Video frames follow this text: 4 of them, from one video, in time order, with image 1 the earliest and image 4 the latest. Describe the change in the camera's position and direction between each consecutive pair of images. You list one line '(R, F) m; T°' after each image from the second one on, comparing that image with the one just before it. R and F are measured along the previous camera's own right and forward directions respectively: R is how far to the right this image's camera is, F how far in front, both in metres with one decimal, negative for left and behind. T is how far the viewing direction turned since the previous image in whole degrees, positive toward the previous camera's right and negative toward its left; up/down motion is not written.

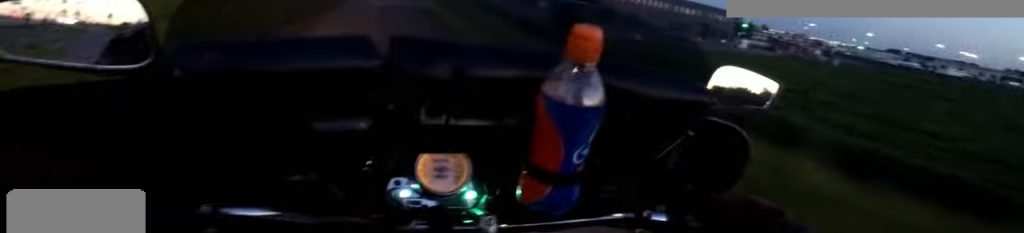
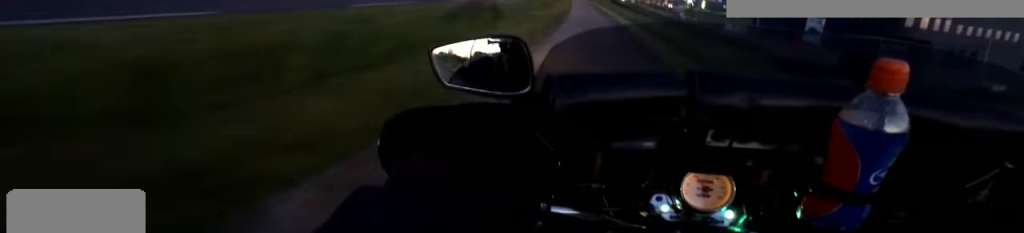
(-0.5, +11.4) m; -2°
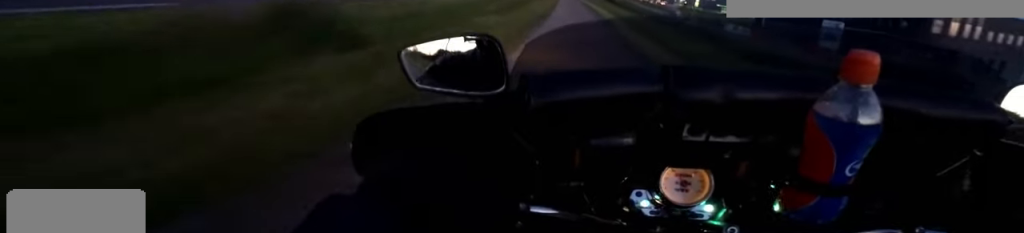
(0.0, +6.9) m; -1°
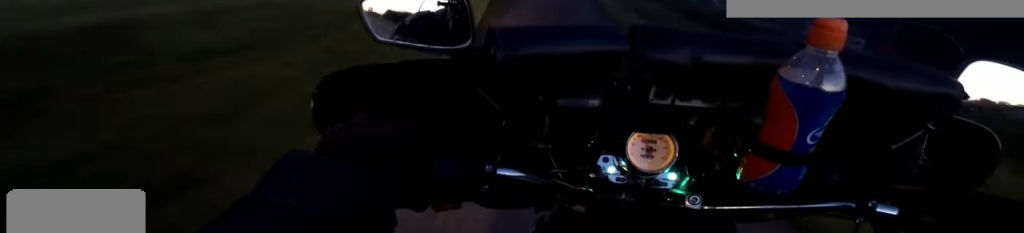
(-2.0, +27.4) m; -3°
